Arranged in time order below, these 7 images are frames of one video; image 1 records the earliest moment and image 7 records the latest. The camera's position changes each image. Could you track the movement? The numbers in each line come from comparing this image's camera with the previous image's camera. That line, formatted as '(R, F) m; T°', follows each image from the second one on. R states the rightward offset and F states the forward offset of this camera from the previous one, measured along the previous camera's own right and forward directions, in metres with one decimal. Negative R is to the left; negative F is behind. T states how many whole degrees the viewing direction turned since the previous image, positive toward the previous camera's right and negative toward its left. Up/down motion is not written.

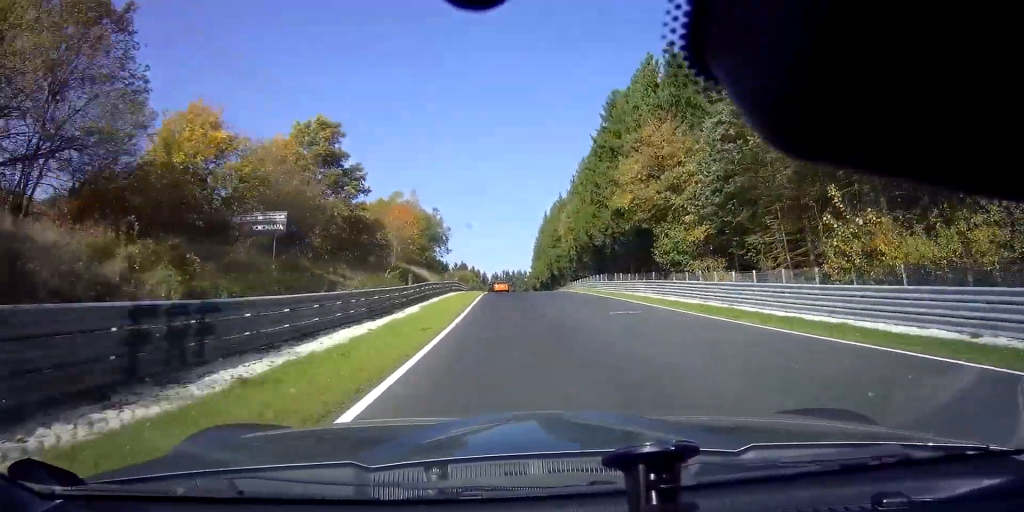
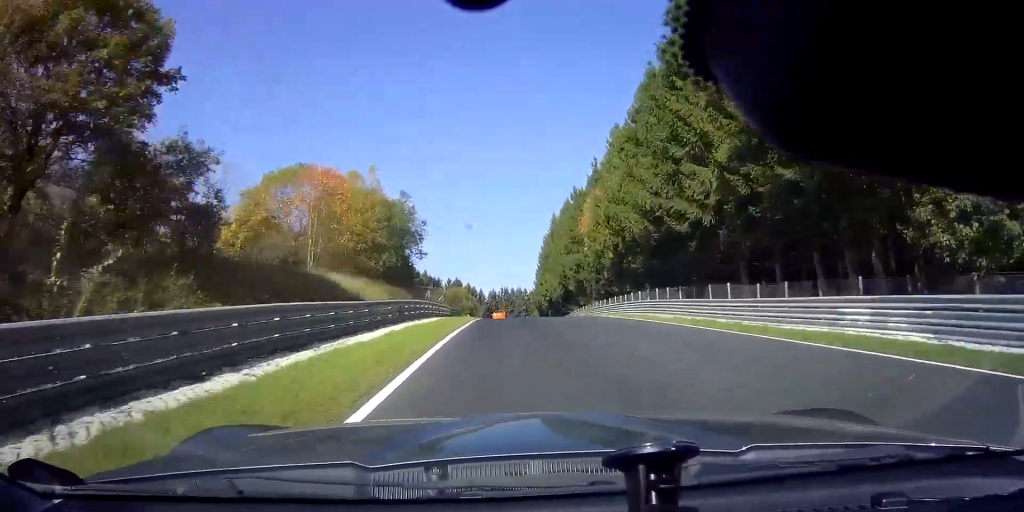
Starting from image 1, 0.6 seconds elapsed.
(0.0, +23.0) m; 0°
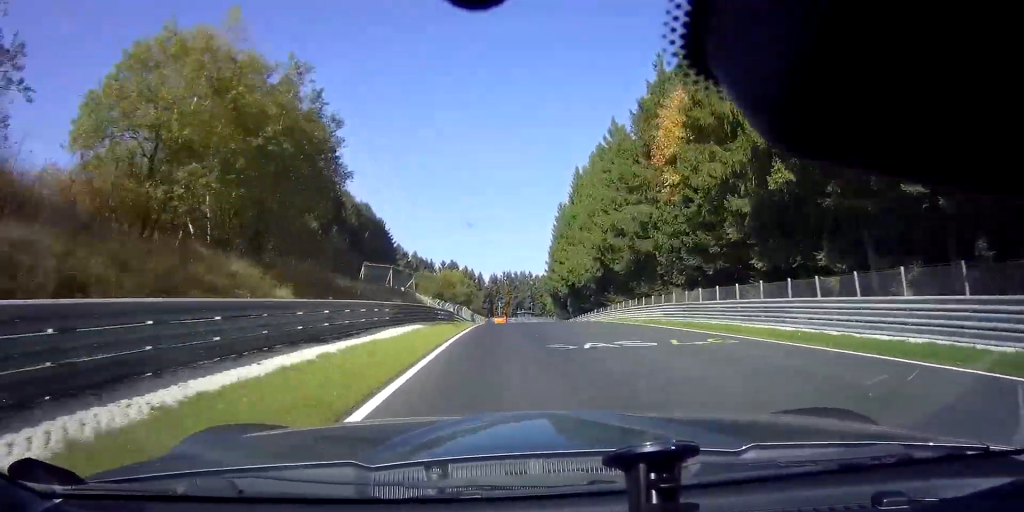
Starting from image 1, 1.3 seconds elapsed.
(0.0, +28.3) m; 0°
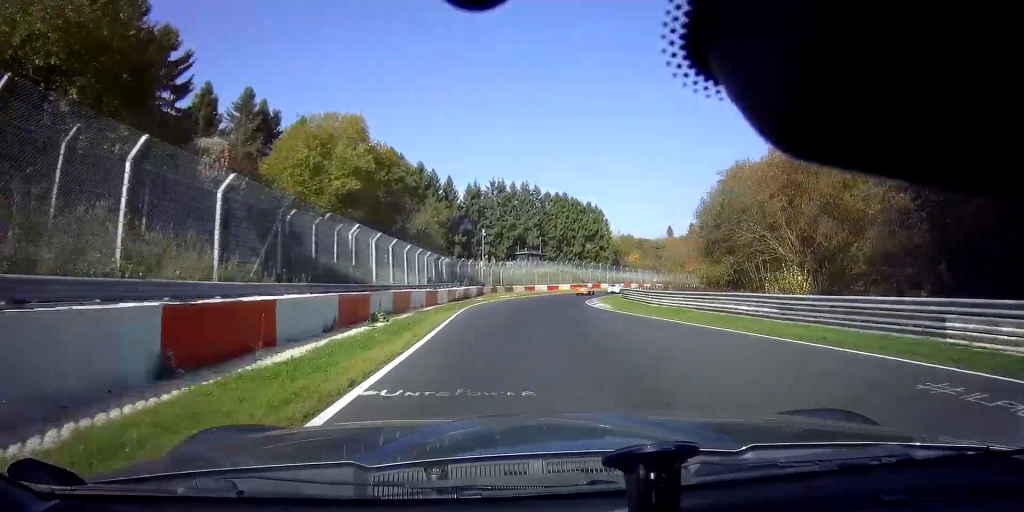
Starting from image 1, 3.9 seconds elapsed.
(+0.8, +94.1) m; +4°
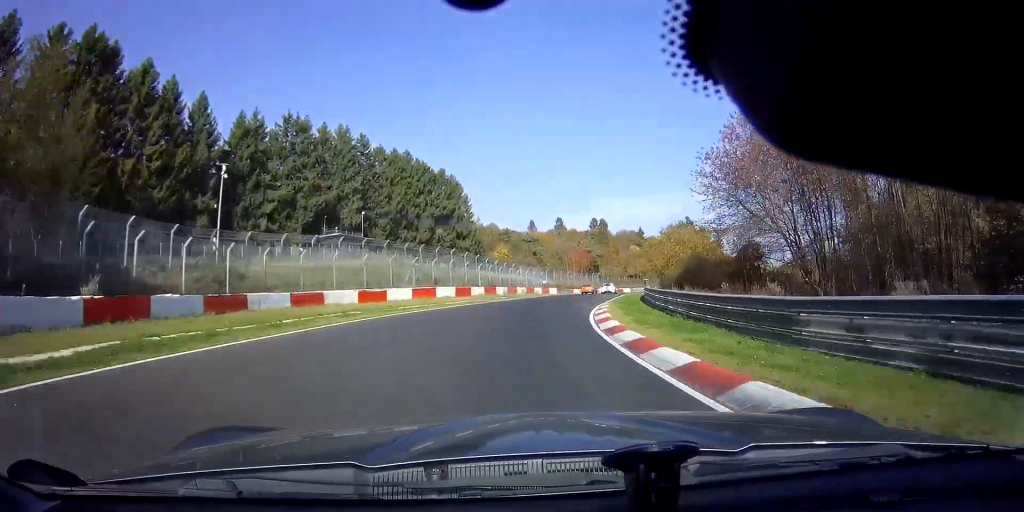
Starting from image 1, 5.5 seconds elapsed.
(+6.4, +52.7) m; +14°
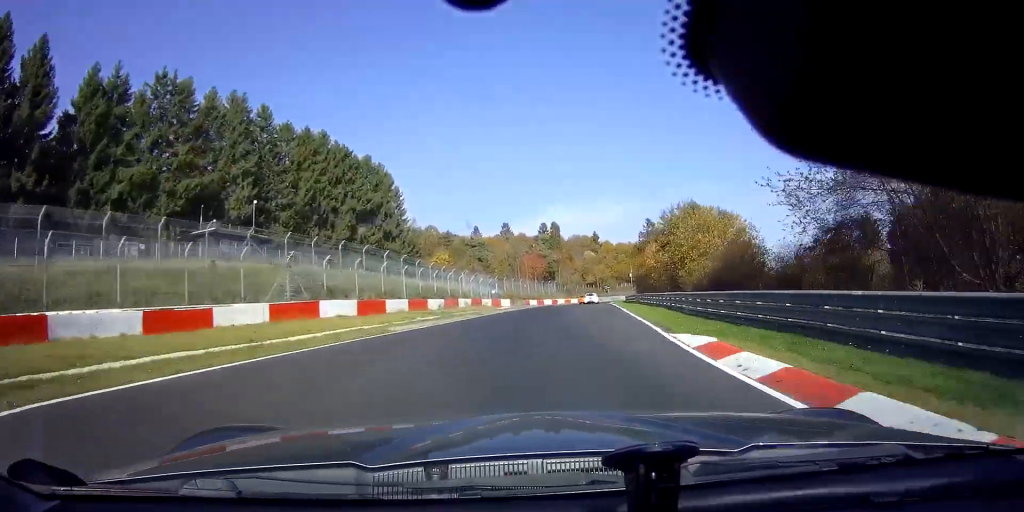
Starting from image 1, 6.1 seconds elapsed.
(+1.1, +19.9) m; +5°
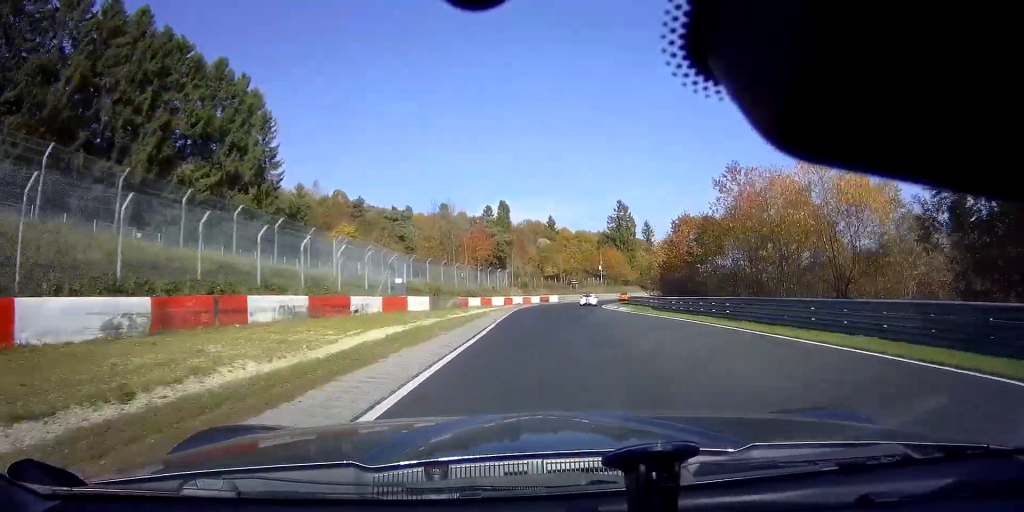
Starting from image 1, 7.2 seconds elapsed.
(+2.9, +36.0) m; +9°
